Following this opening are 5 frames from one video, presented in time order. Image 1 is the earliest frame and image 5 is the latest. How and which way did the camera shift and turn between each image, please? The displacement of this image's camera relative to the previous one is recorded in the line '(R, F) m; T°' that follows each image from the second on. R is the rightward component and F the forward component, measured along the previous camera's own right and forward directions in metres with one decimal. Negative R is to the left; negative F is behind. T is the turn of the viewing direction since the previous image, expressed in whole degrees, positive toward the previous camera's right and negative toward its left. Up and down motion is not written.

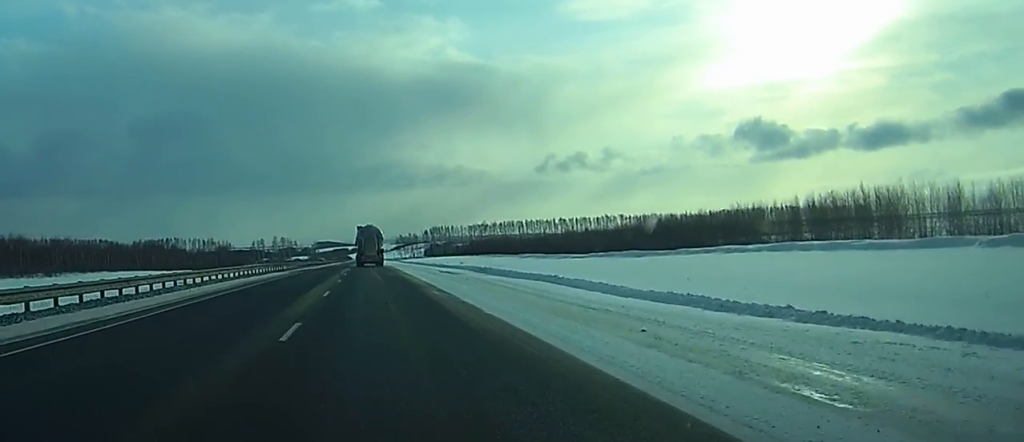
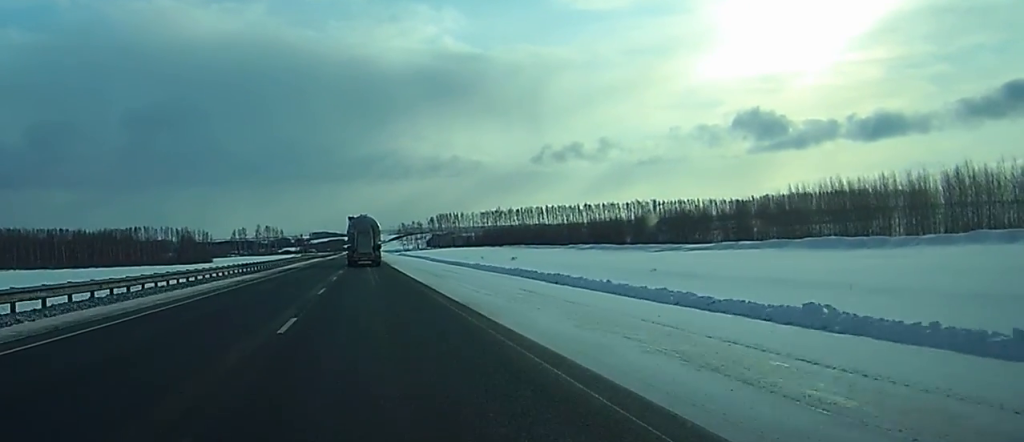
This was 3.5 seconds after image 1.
(-0.6, +95.8) m; 0°
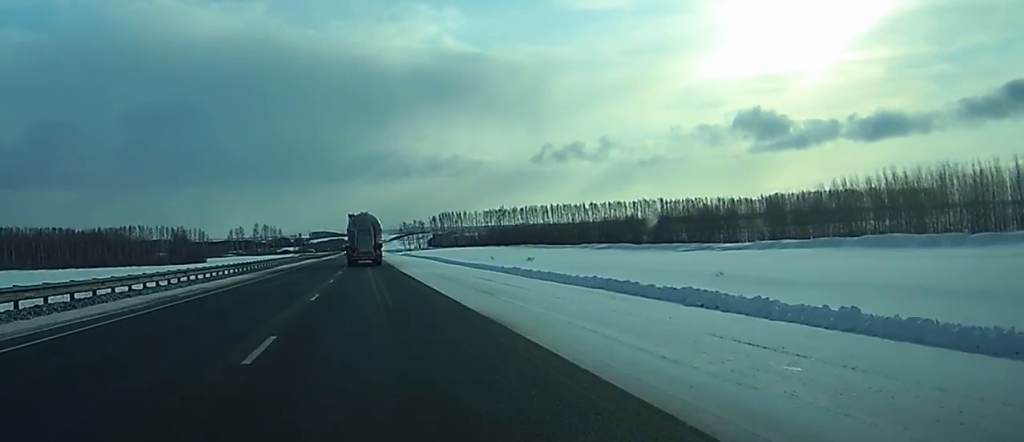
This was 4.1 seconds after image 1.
(0.0, +16.0) m; 0°
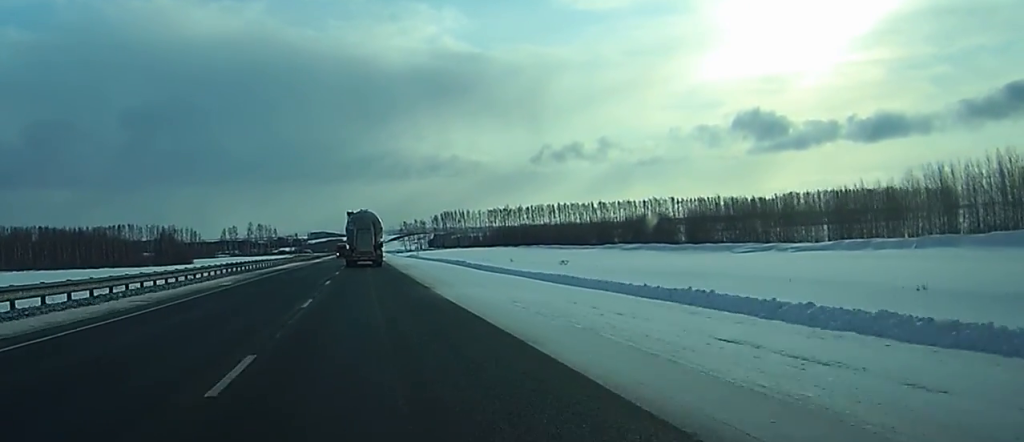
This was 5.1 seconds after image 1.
(0.0, +26.4) m; 0°
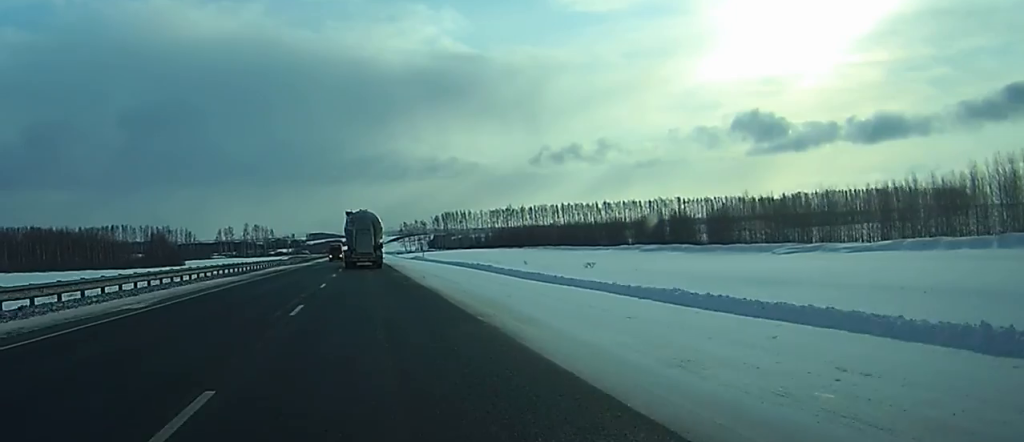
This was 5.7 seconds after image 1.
(0.0, +14.8) m; 0°
